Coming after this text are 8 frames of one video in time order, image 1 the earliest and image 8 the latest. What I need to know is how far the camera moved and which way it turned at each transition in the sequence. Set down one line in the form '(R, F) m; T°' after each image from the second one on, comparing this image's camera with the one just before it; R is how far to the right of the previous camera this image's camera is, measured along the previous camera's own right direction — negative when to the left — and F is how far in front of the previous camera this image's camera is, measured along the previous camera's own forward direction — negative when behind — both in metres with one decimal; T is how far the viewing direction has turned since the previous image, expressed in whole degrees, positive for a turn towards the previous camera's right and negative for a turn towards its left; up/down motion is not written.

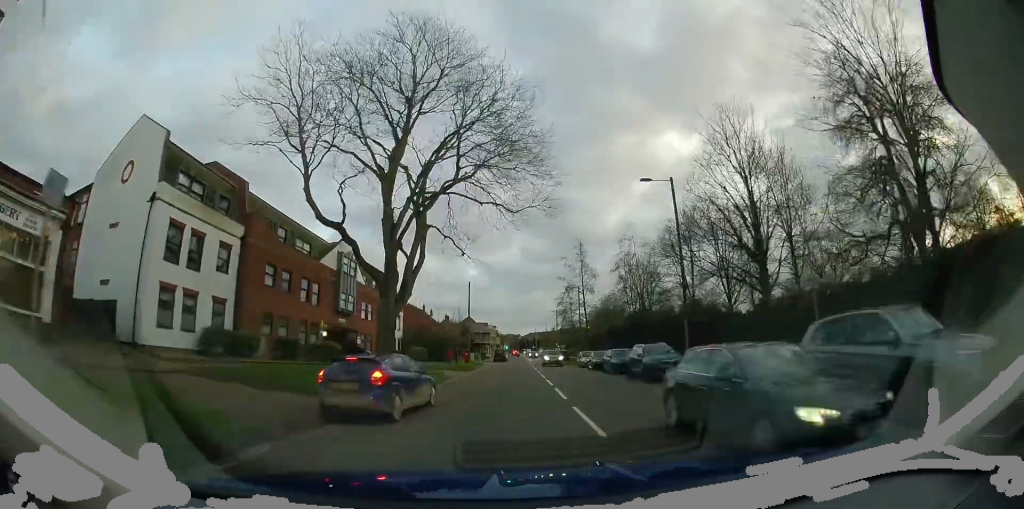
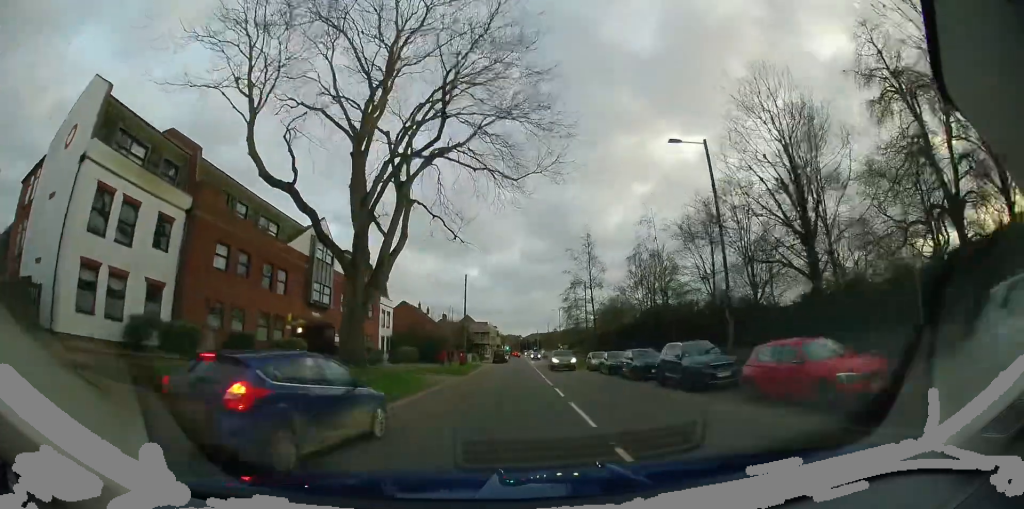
(-0.1, +4.2) m; 0°
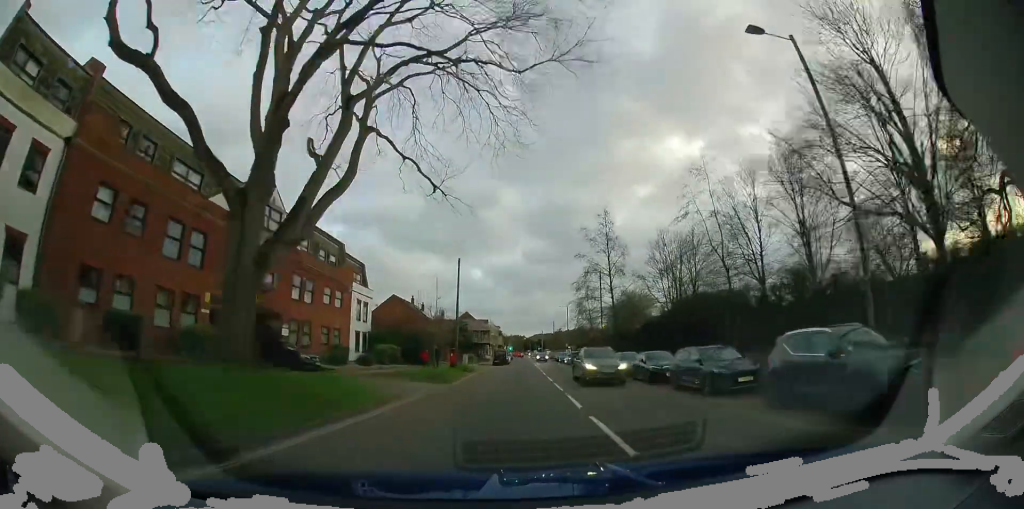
(-0.1, +7.0) m; 0°
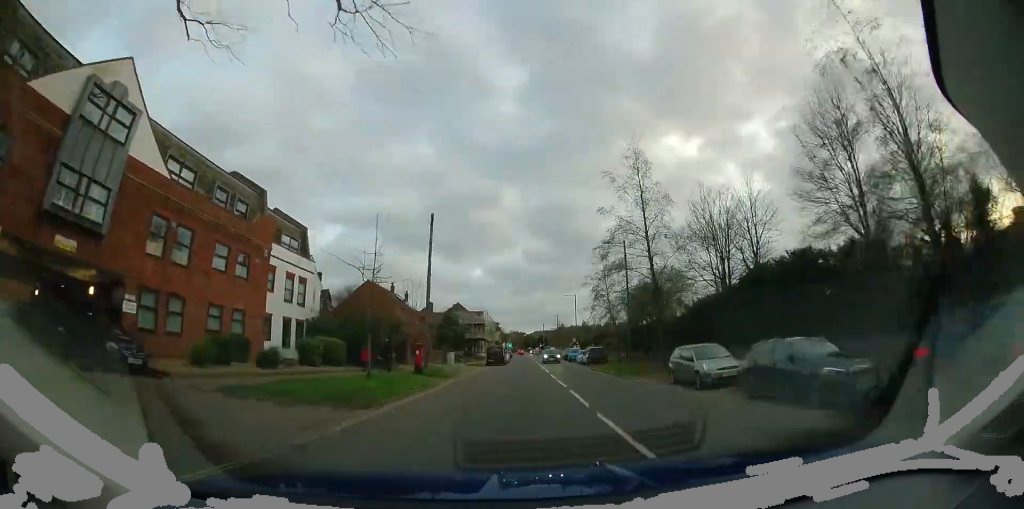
(+0.3, +10.4) m; +2°
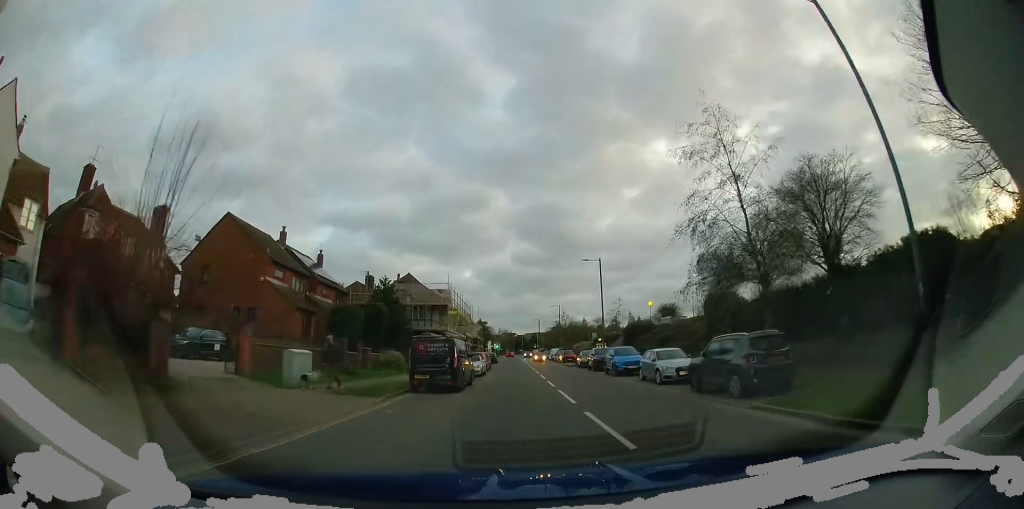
(+0.3, +26.9) m; +1°
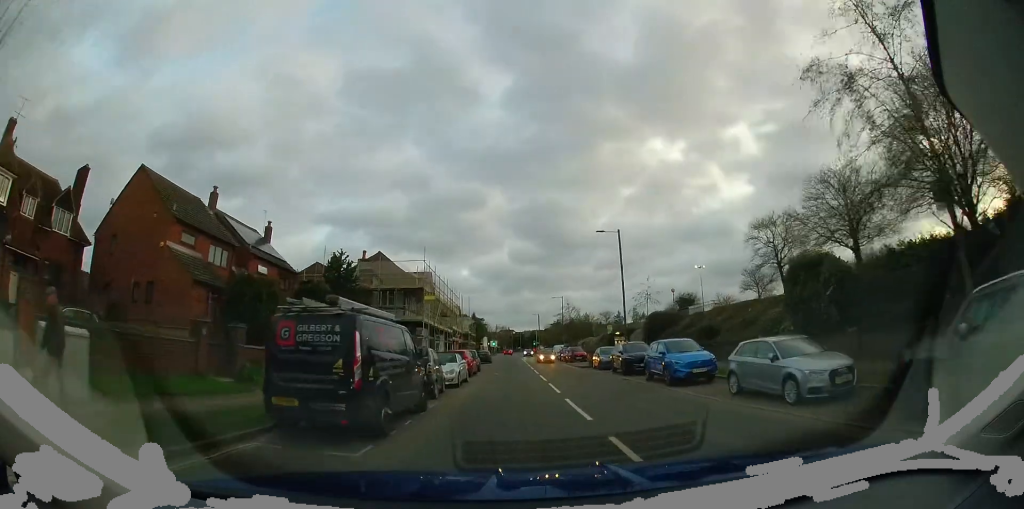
(+0.2, +9.0) m; 0°
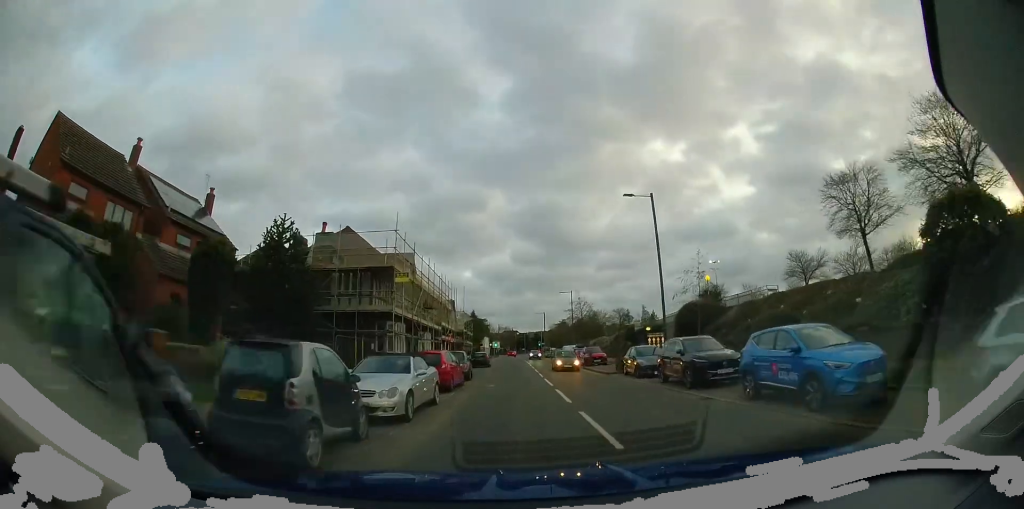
(-0.2, +8.1) m; -2°
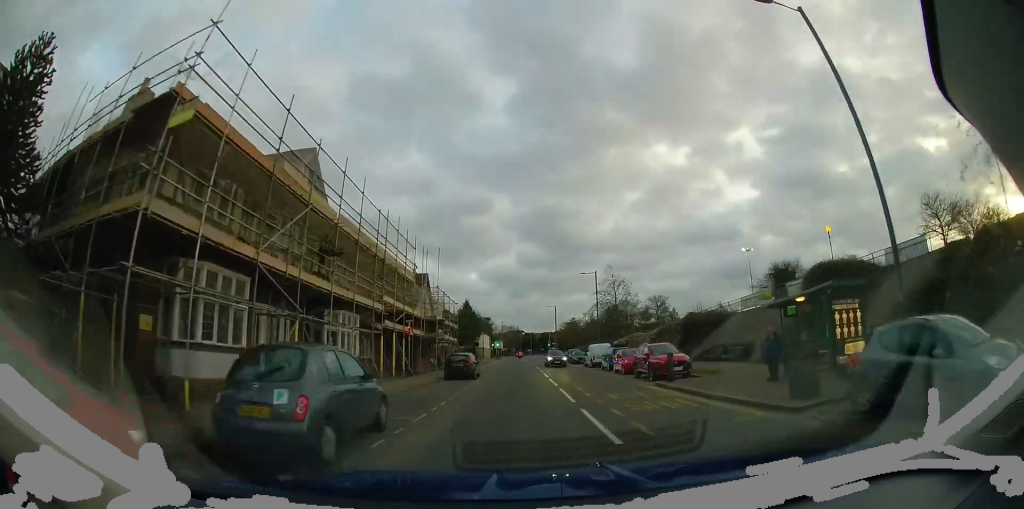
(-0.4, +16.0) m; 0°
